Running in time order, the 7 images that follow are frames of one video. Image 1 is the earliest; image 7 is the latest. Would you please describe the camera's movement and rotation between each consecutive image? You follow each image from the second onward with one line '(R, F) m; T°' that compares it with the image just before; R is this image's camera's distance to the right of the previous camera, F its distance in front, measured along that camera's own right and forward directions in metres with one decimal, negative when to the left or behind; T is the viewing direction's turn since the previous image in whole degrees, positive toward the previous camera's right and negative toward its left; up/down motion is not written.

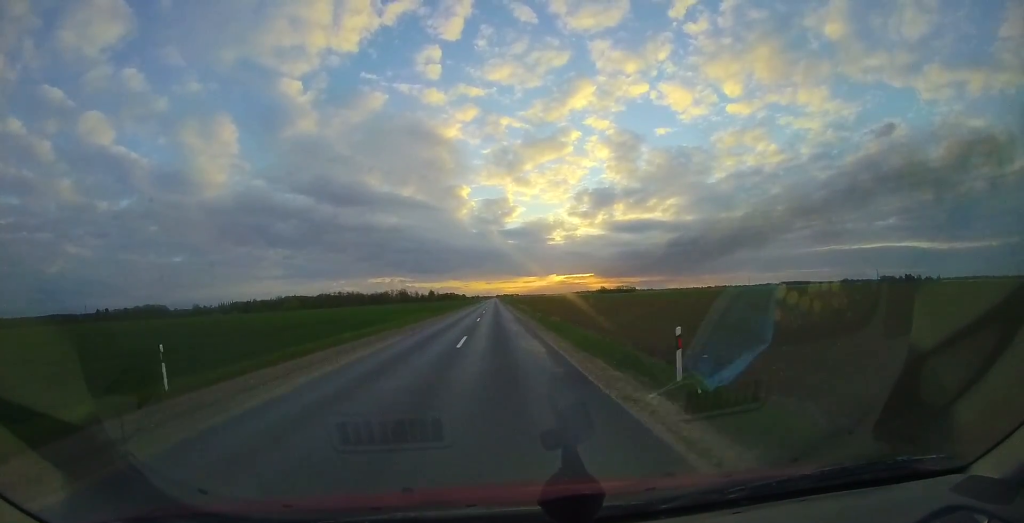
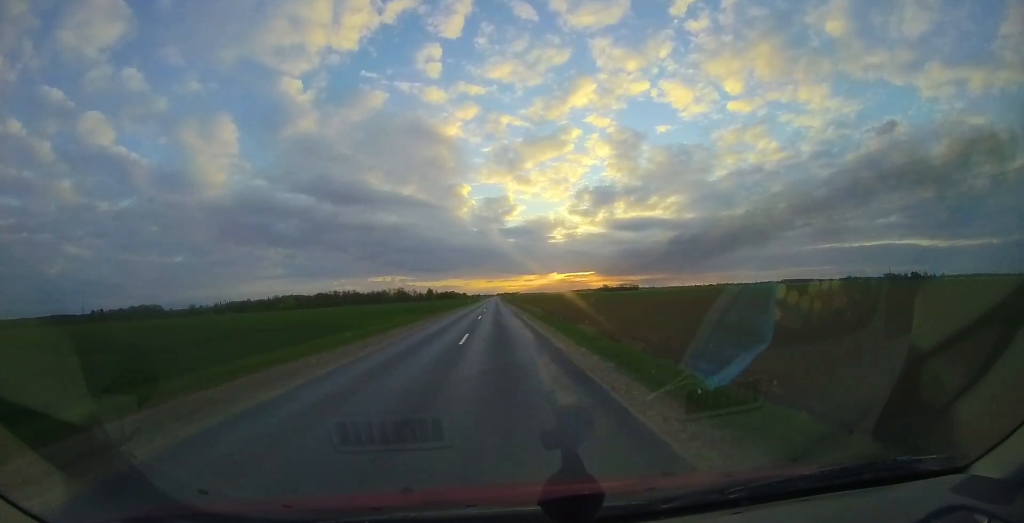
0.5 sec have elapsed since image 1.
(0.0, +12.0) m; 0°
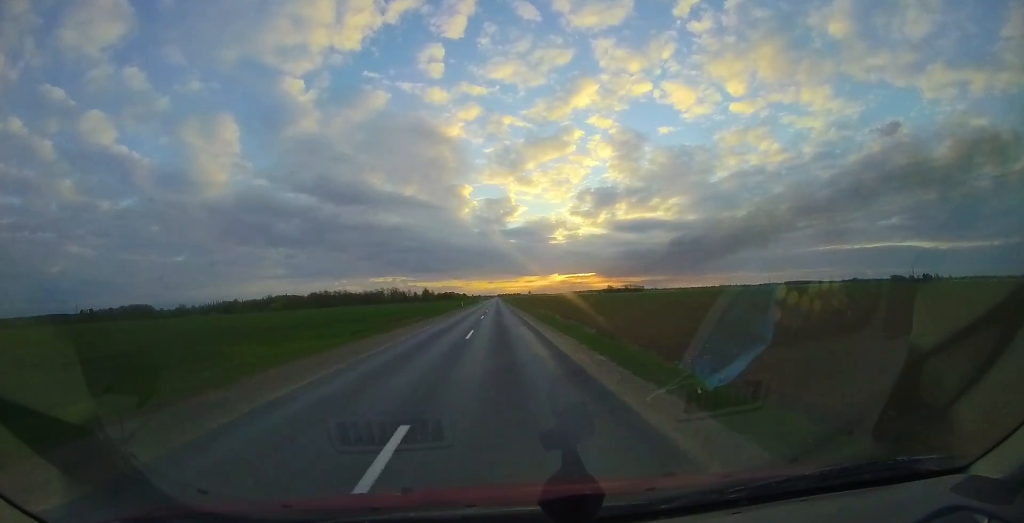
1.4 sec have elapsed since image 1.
(+0.2, +21.8) m; 0°
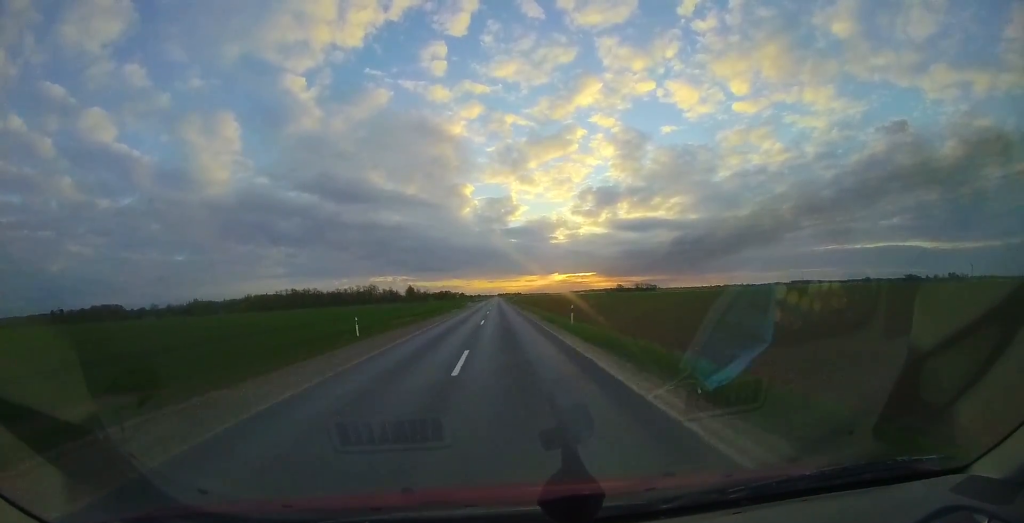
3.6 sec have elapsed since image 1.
(0.0, +54.4) m; 0°
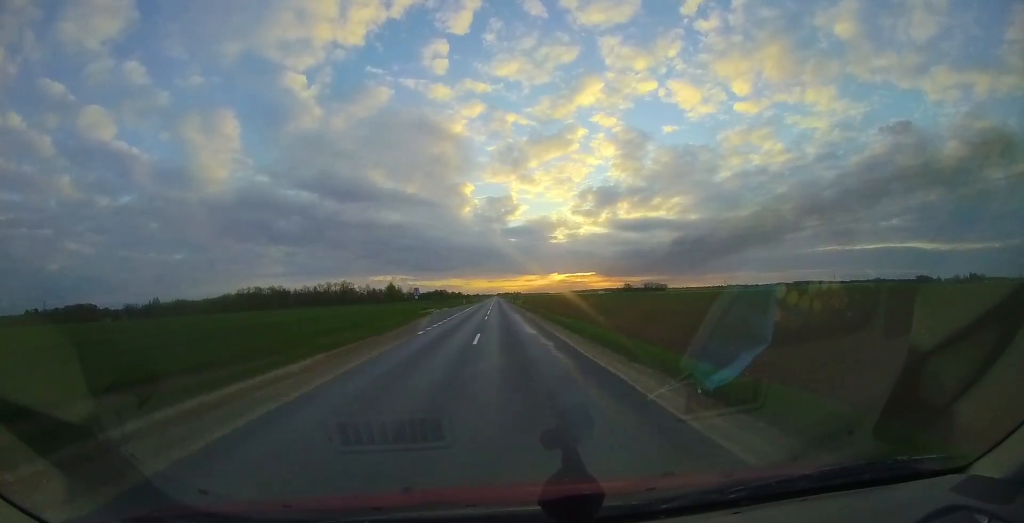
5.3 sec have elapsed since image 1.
(+0.1, +43.7) m; -1°
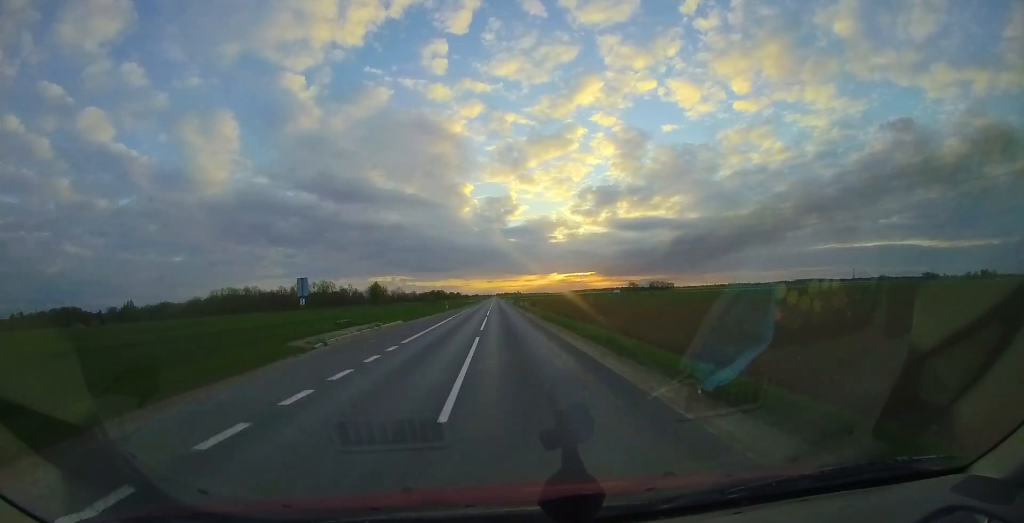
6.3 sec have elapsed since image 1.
(-0.4, +24.8) m; 0°
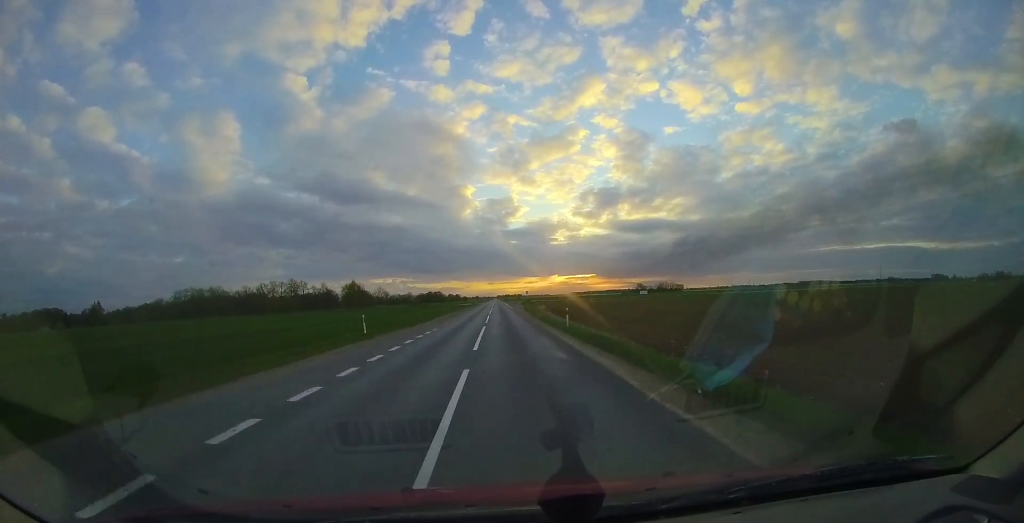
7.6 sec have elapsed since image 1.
(+0.3, +30.4) m; +1°
